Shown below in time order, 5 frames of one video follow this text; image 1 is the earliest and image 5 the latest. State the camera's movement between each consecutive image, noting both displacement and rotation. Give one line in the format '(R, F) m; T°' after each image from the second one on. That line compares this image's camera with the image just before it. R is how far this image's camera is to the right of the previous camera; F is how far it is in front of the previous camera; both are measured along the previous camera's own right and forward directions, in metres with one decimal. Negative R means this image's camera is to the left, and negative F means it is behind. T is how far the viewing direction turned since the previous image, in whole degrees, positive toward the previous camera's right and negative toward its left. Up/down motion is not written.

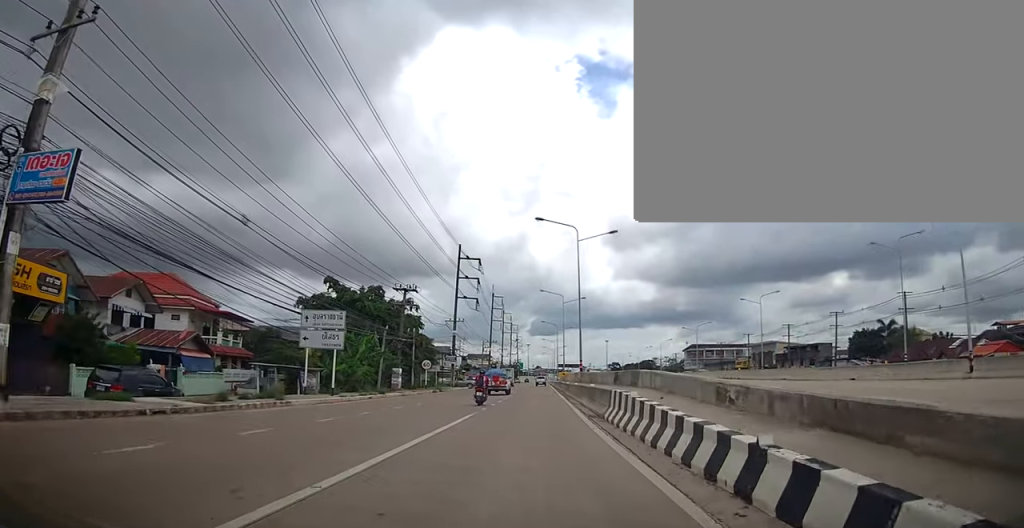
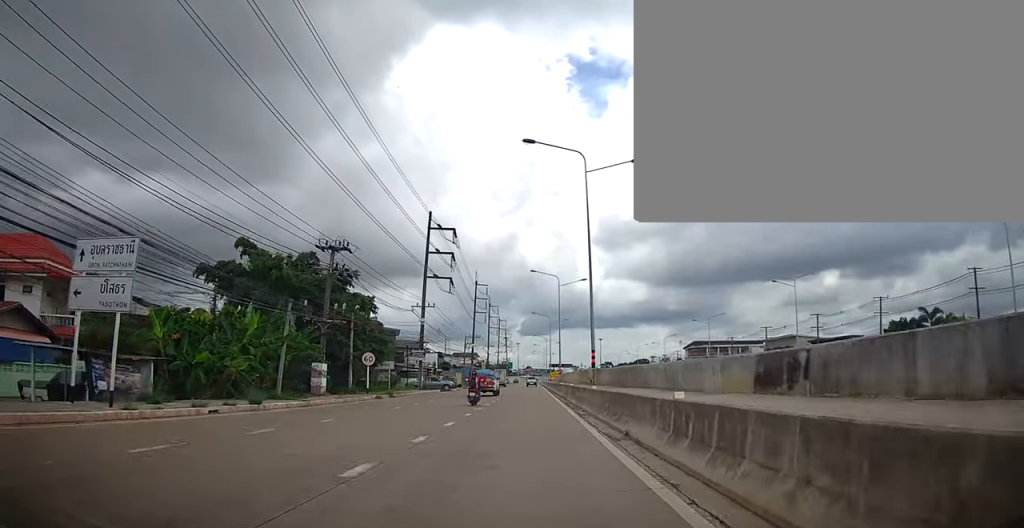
(+0.4, +14.7) m; +1°
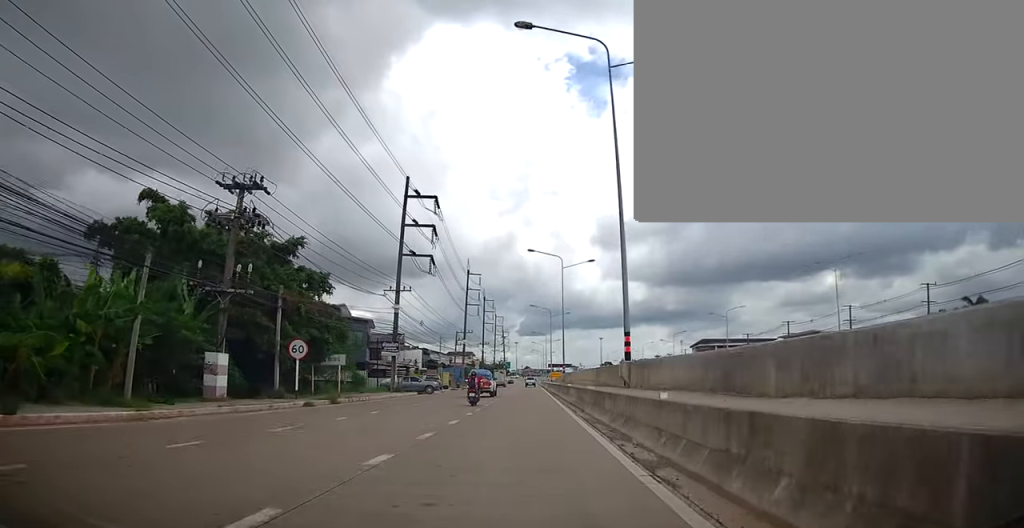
(-0.1, +10.4) m; -1°
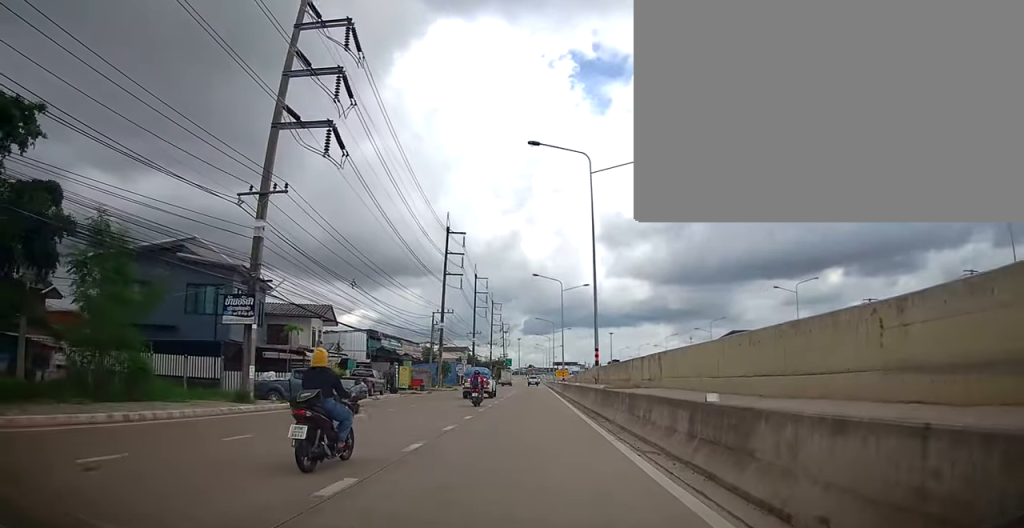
(+0.5, +25.2) m; +4°
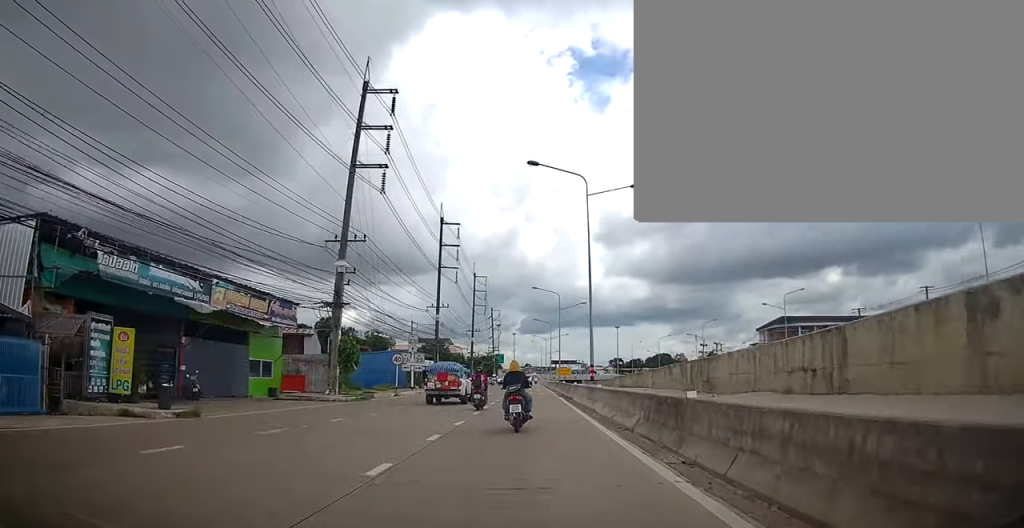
(-1.1, +34.1) m; -3°
